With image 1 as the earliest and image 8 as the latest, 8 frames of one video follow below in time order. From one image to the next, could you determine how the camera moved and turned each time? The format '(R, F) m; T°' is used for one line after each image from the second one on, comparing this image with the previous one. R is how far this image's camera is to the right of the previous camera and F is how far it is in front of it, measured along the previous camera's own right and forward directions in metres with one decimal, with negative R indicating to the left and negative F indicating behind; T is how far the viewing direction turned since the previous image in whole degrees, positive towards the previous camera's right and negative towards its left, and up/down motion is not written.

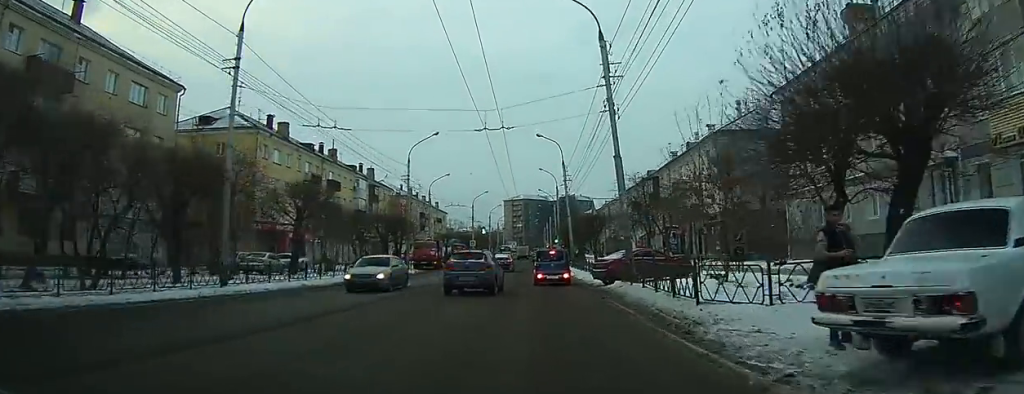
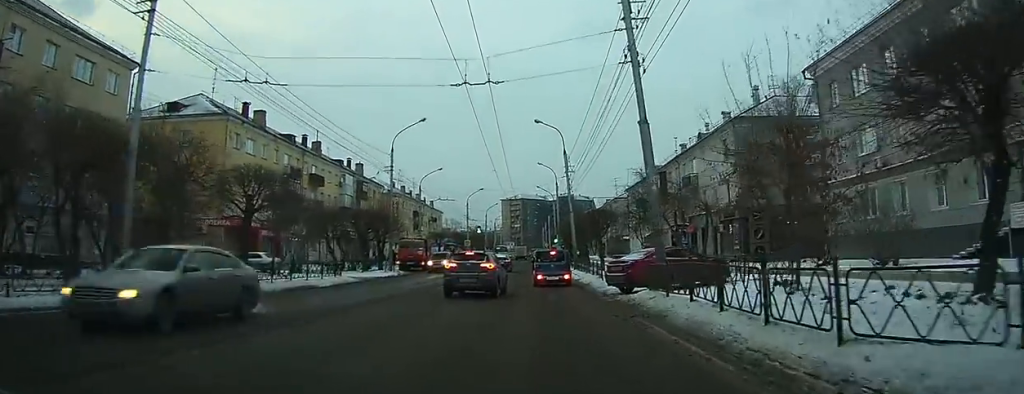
(0.0, +5.5) m; +1°
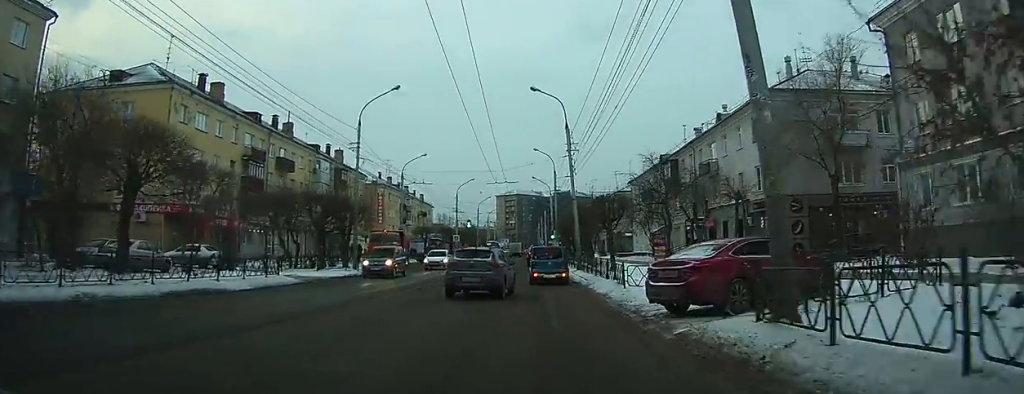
(+0.1, +8.1) m; +1°
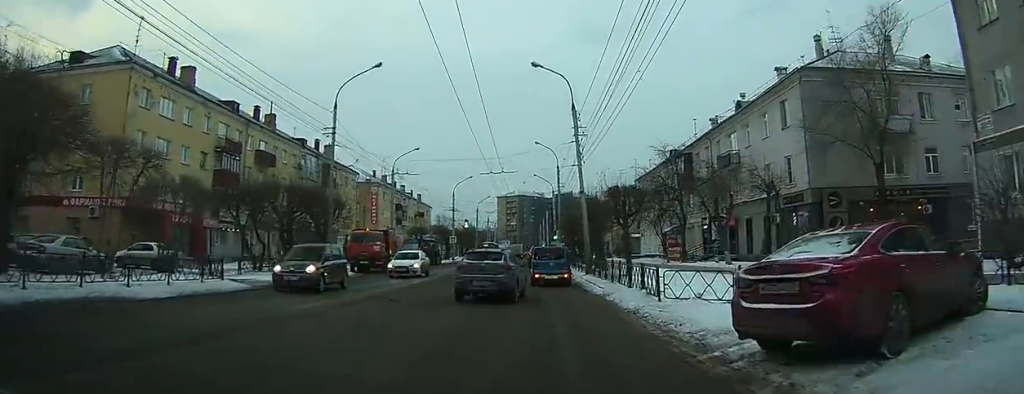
(+0.1, +5.3) m; +1°
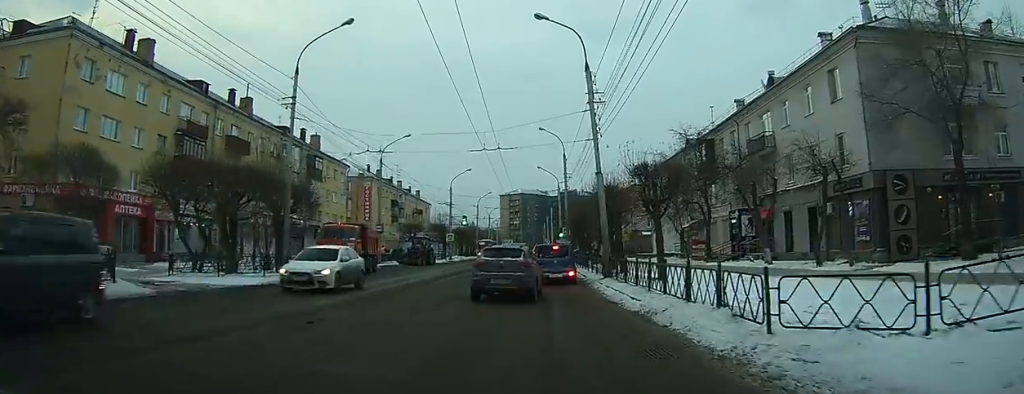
(-0.1, +6.5) m; +1°
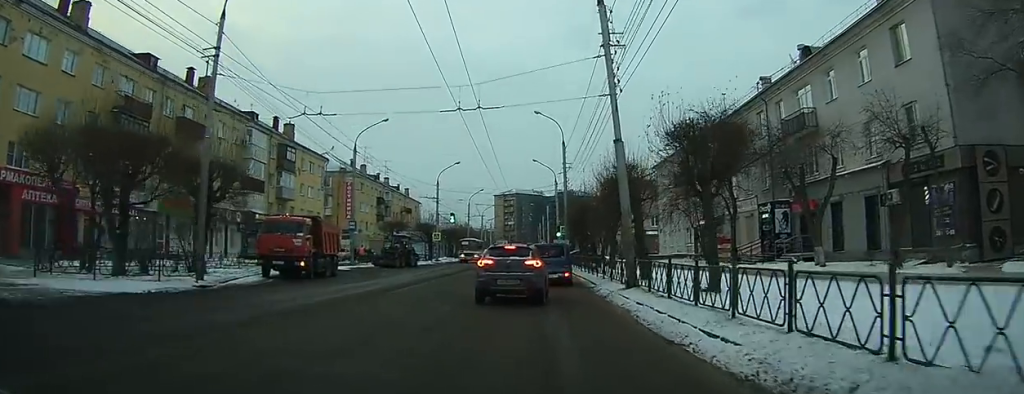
(+0.1, +6.9) m; +1°
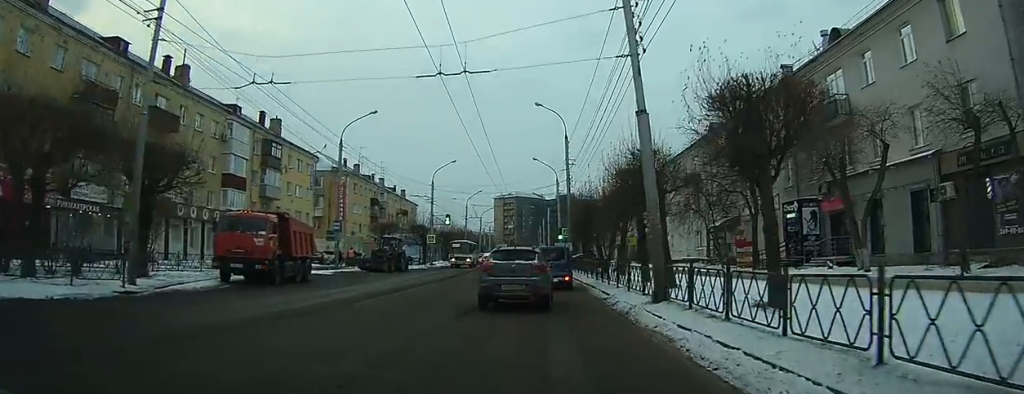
(0.0, +3.8) m; 0°
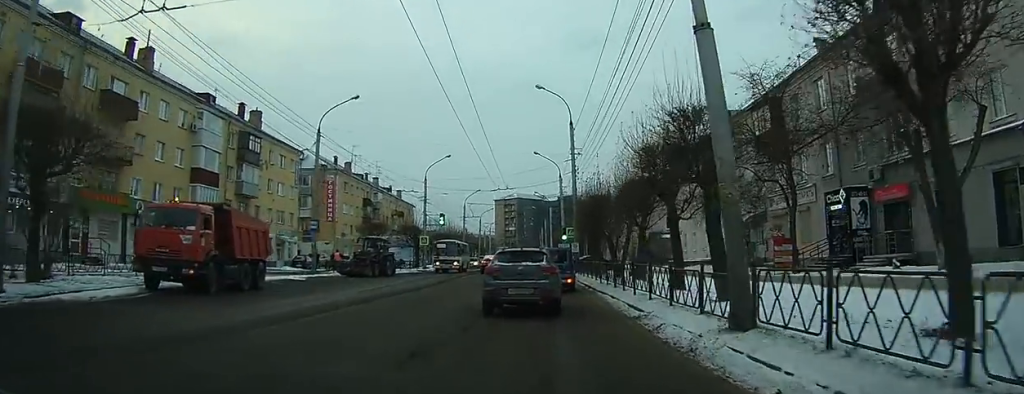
(-0.1, +5.0) m; -1°
